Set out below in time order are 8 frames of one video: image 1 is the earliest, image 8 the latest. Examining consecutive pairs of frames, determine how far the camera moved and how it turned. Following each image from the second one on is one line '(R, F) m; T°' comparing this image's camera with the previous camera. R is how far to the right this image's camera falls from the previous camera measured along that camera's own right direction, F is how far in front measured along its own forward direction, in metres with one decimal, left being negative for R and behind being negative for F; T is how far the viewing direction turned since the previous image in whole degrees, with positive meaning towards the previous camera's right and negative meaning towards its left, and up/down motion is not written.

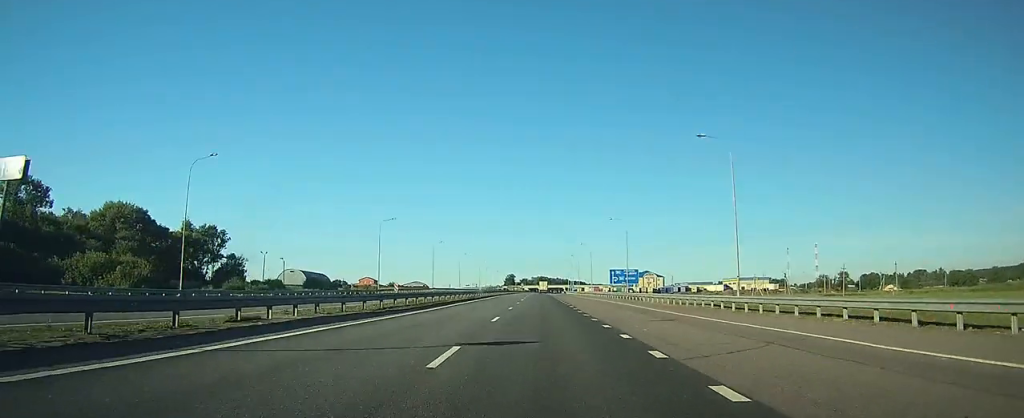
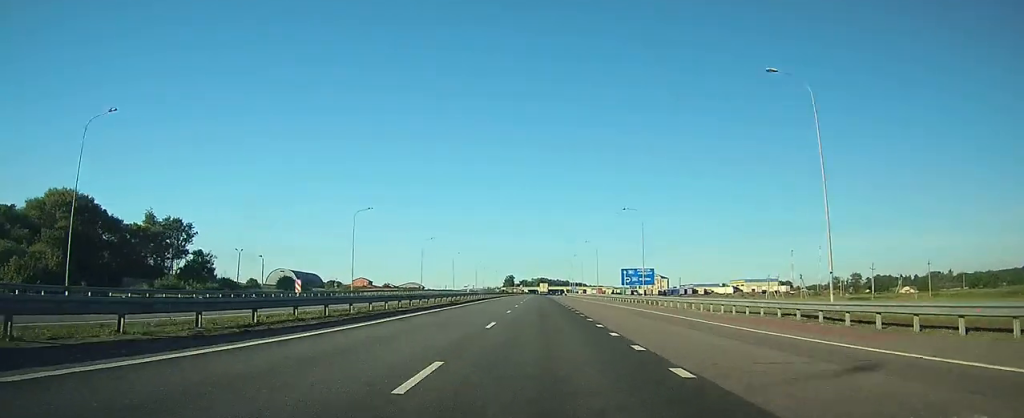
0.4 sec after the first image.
(0.0, +13.9) m; 0°
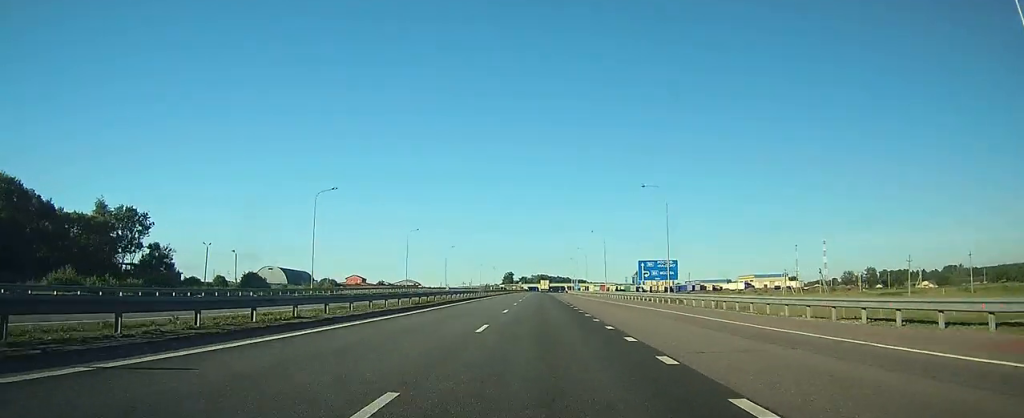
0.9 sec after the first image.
(0.0, +15.0) m; 0°
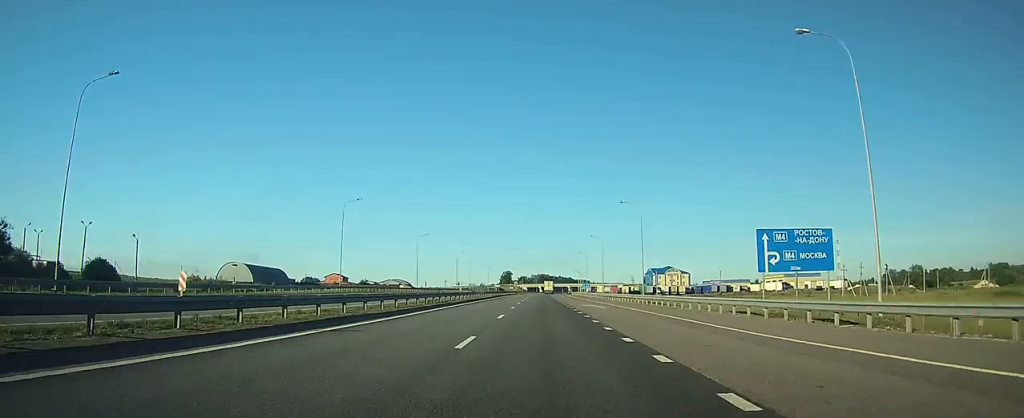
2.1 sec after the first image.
(+0.1, +39.5) m; 0°
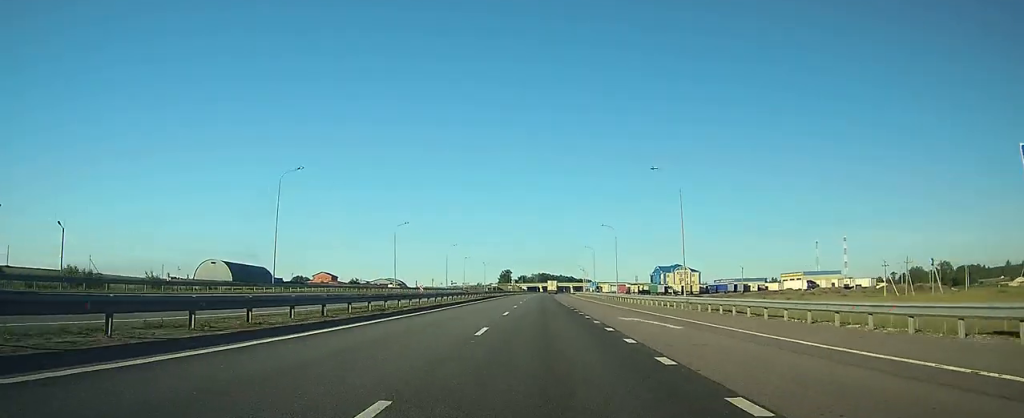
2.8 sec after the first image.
(0.0, +20.3) m; 0°
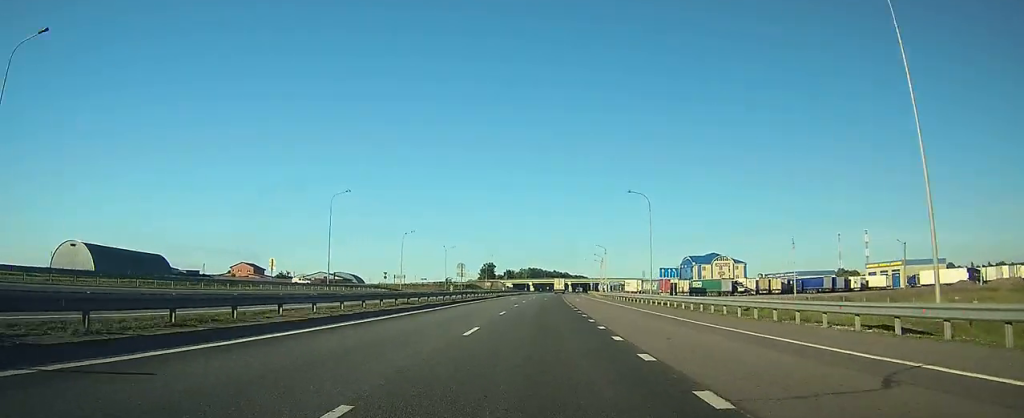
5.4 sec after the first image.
(-0.2, +83.8) m; 0°
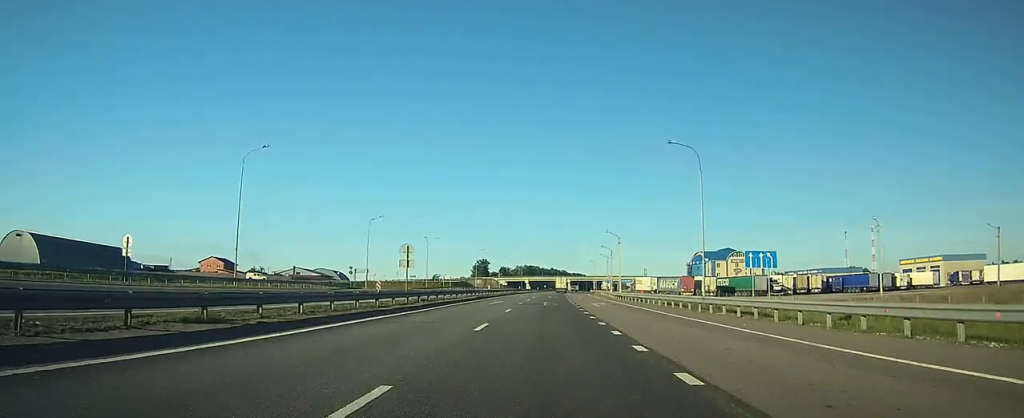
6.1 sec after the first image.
(+0.1, +22.6) m; 0°
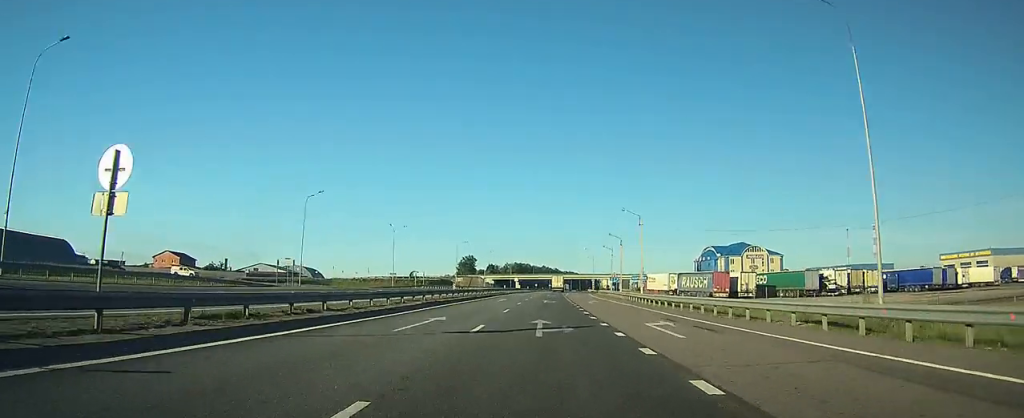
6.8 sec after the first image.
(+0.1, +24.8) m; 0°
